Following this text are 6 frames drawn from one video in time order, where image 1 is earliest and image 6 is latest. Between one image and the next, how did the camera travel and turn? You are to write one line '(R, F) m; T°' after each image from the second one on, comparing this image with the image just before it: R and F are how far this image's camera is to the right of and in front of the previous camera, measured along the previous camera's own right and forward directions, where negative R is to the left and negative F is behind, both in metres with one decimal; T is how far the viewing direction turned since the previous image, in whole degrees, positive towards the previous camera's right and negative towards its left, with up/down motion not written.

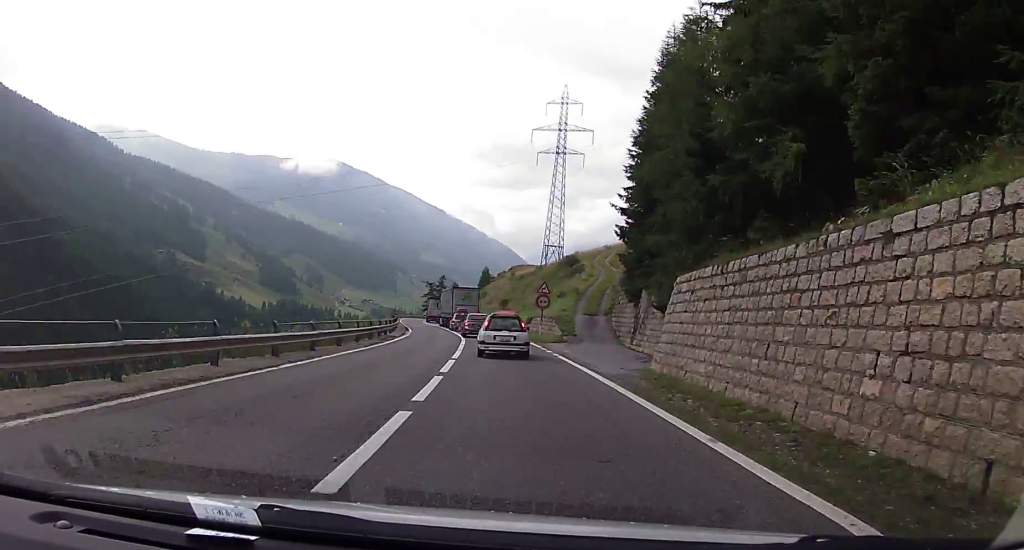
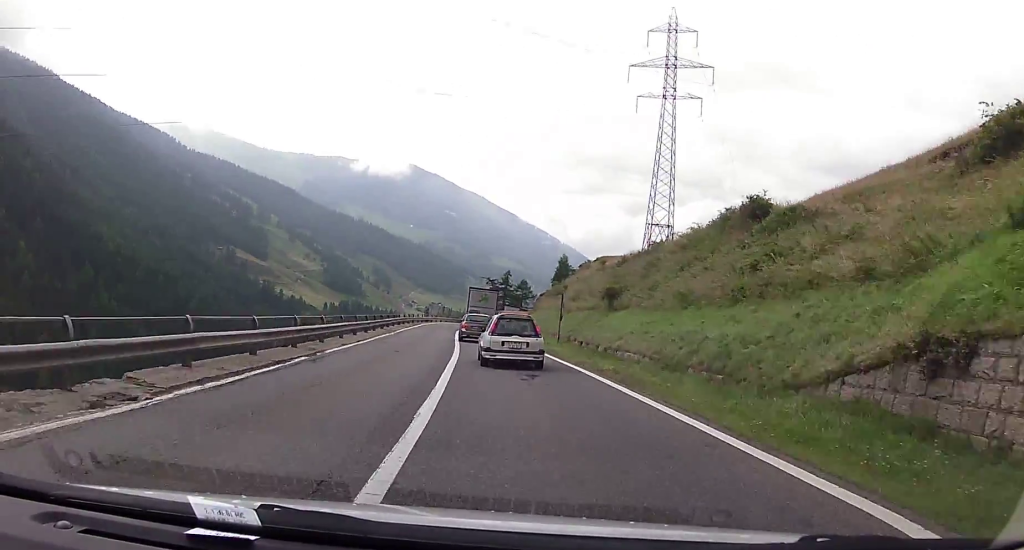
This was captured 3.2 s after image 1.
(-2.5, +45.7) m; -7°
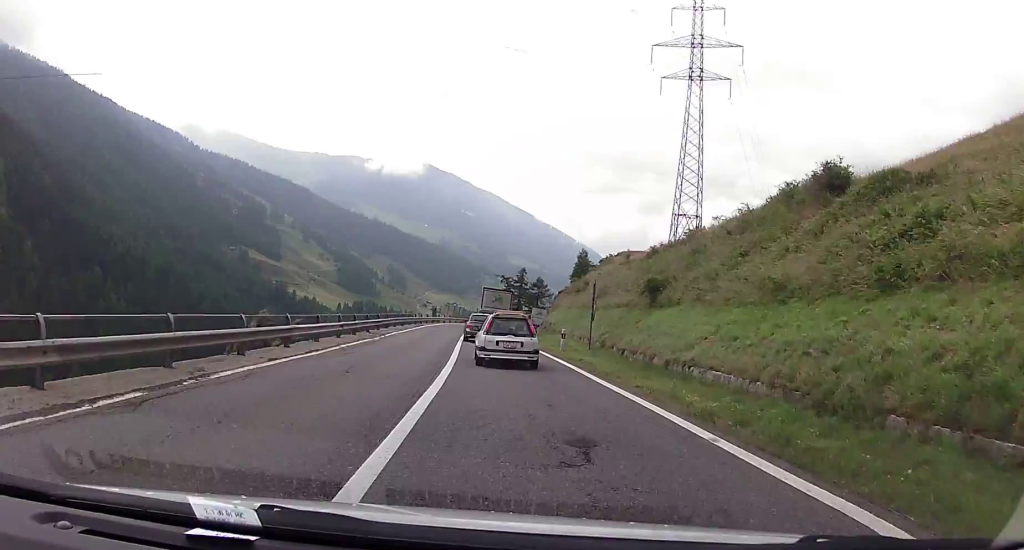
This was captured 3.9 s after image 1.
(-0.1, +7.5) m; -1°
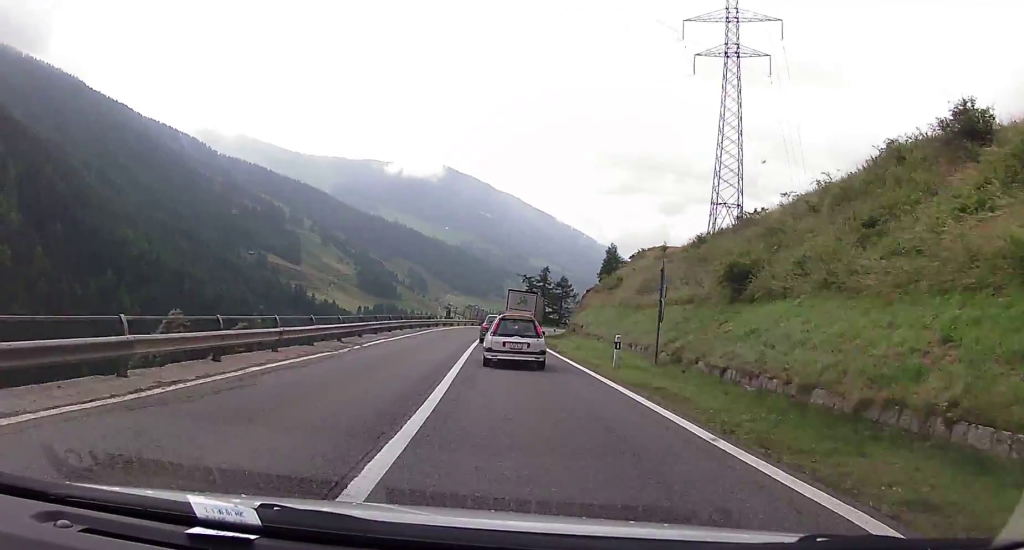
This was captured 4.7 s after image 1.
(-0.1, +8.9) m; -1°
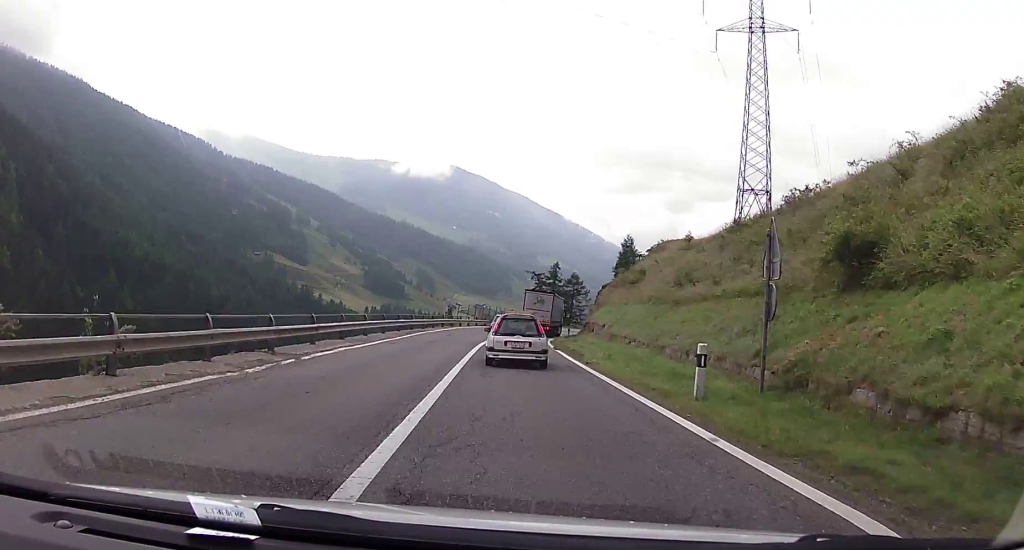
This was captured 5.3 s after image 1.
(-0.1, +7.8) m; 0°
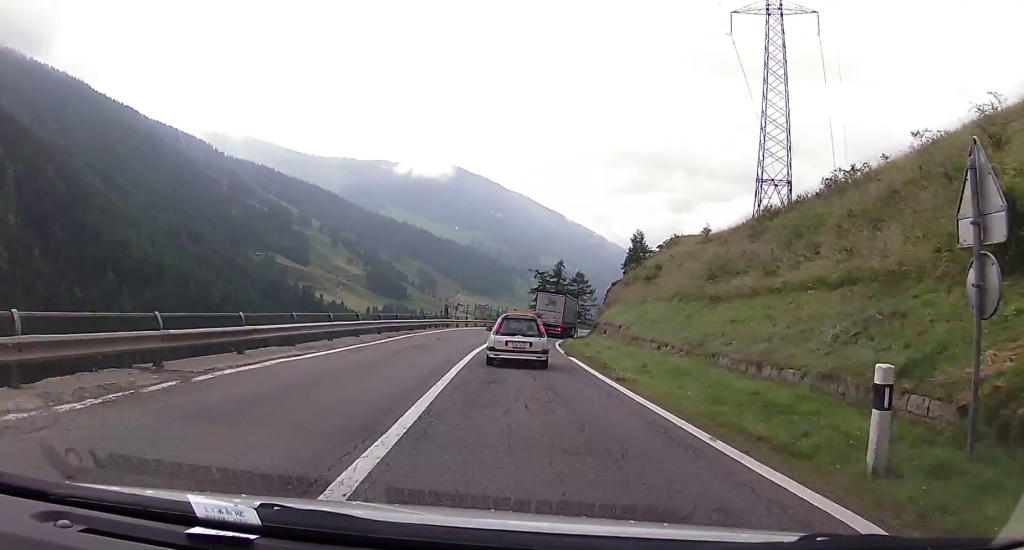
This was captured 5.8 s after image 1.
(0.0, +6.2) m; 0°
